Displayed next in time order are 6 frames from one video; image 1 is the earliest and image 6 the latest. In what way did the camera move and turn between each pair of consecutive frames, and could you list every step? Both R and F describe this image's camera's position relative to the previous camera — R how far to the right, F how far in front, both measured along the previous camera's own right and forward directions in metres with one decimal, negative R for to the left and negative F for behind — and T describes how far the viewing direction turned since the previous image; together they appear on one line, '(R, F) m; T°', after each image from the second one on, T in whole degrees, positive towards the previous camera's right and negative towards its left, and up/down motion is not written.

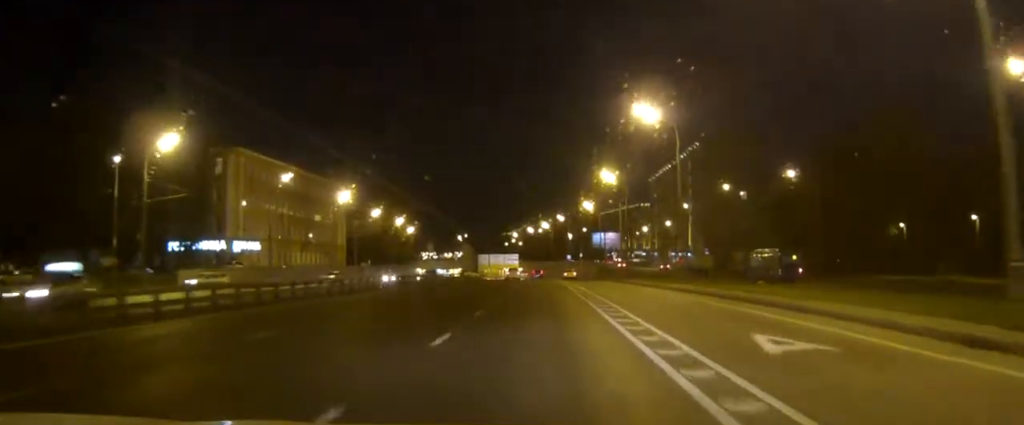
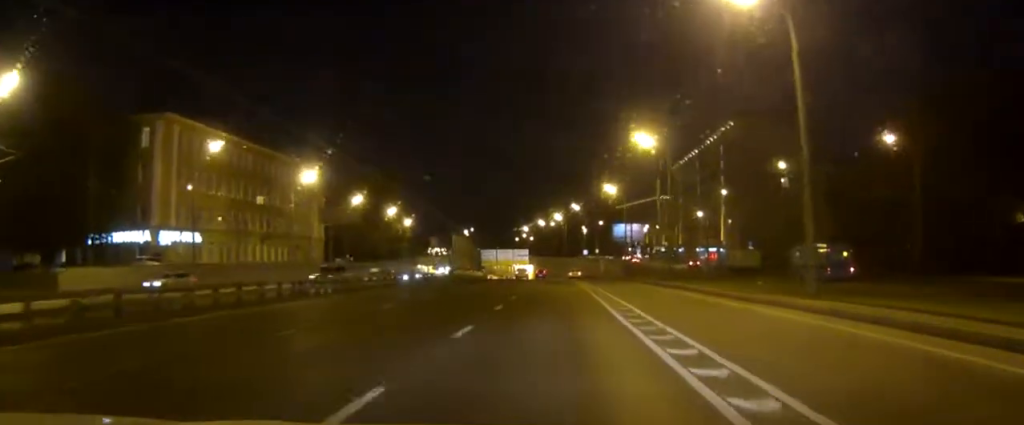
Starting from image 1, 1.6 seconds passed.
(0.0, +22.6) m; 0°
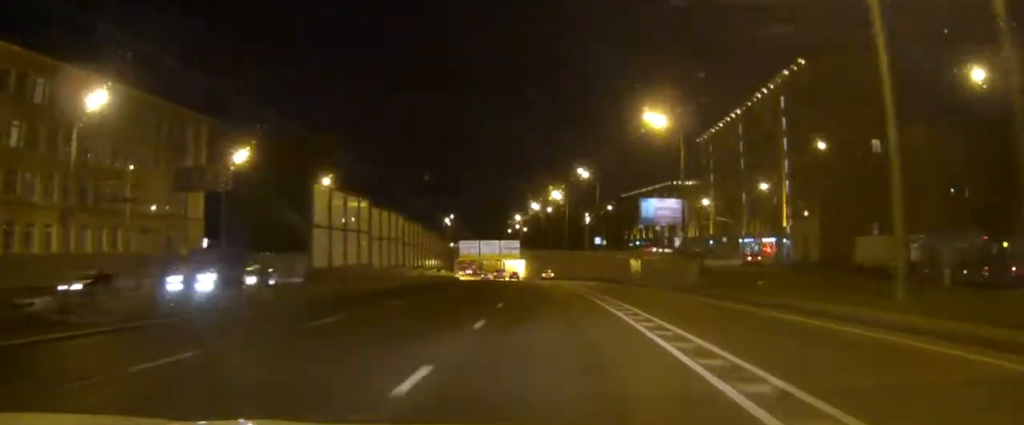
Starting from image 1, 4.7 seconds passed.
(+0.1, +46.5) m; 0°
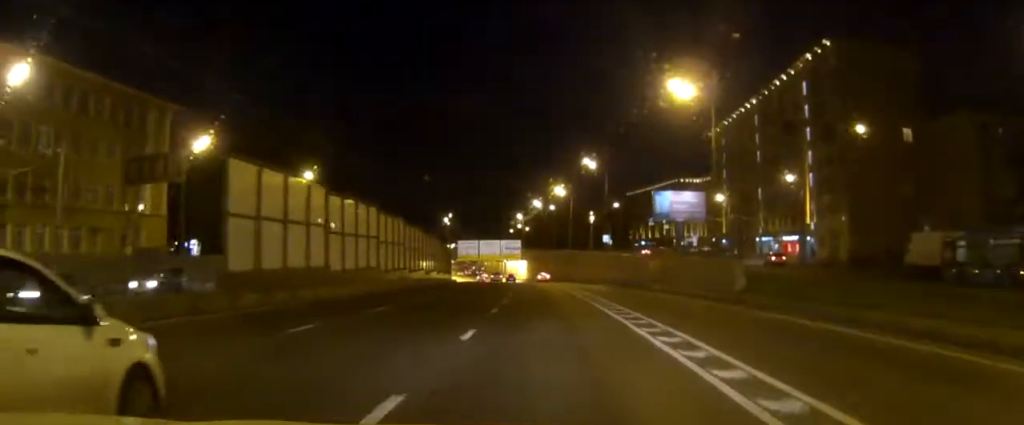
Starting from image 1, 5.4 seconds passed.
(0.0, +9.9) m; 0°
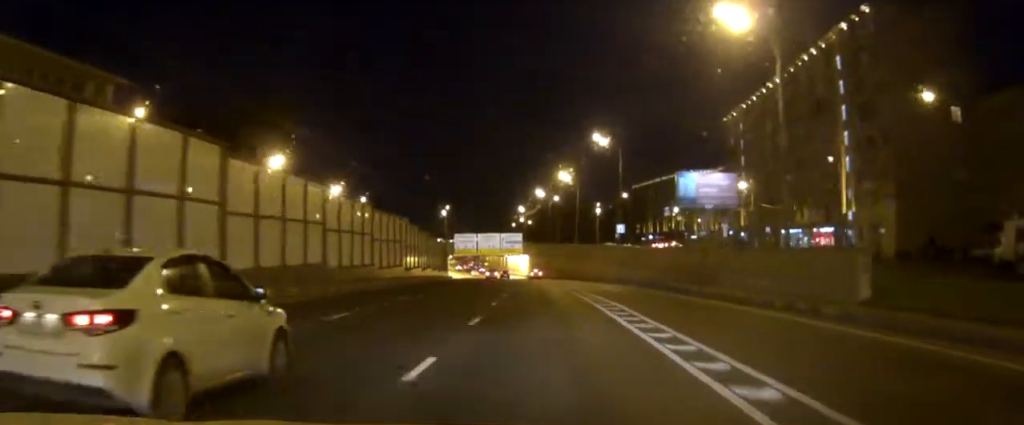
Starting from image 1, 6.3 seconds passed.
(0.0, +12.9) m; 0°
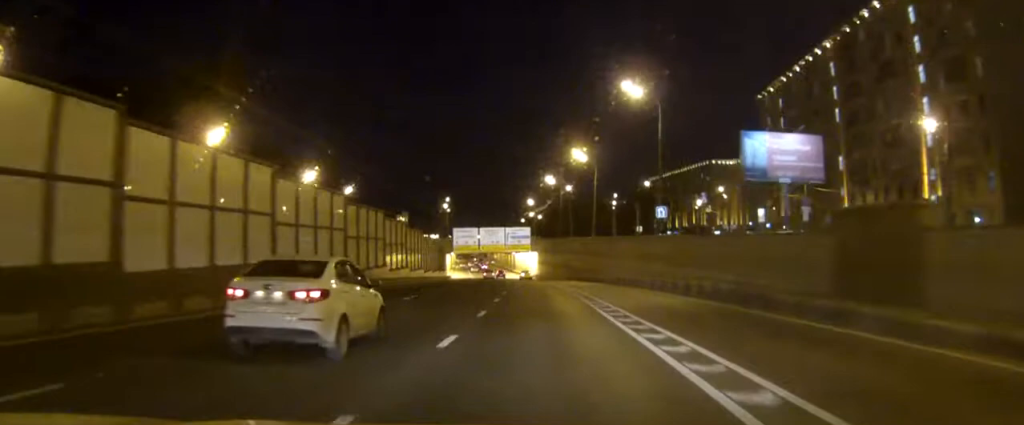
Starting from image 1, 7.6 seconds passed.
(-0.1, +20.4) m; 0°
